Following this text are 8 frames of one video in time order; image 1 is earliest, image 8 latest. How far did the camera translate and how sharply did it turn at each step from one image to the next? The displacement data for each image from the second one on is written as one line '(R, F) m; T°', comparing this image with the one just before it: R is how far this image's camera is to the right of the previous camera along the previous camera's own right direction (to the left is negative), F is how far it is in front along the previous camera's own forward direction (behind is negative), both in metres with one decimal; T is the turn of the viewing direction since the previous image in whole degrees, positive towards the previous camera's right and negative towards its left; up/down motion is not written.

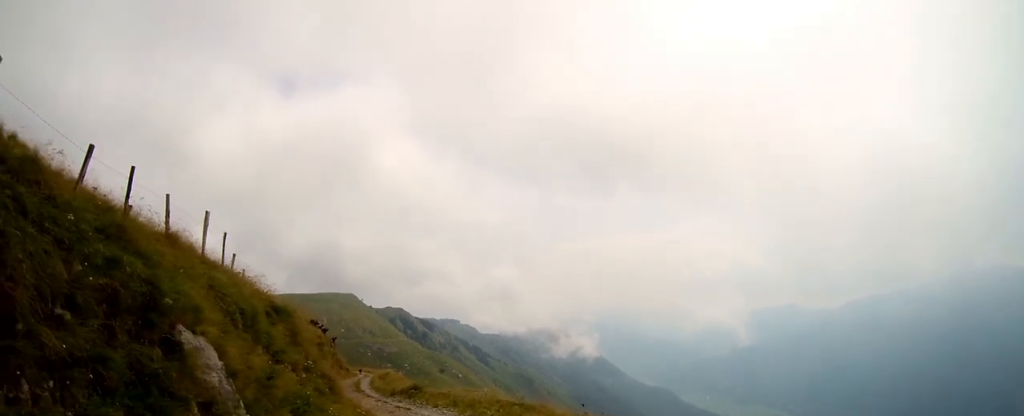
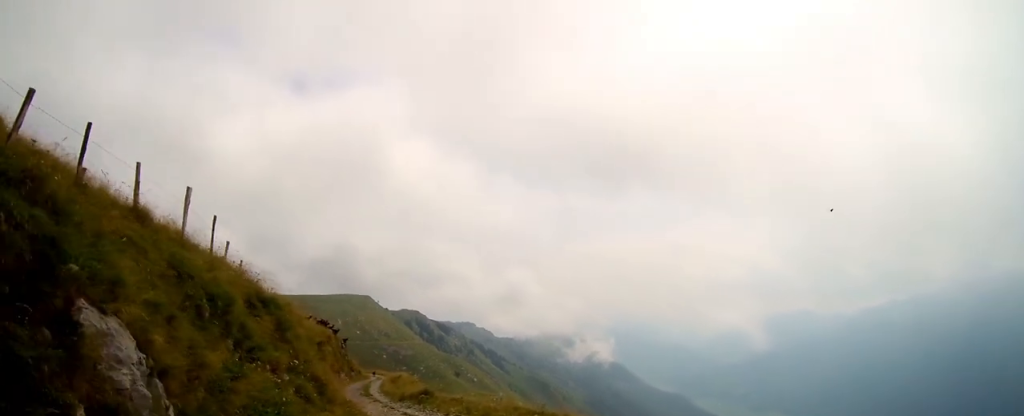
(-0.1, +2.0) m; -2°
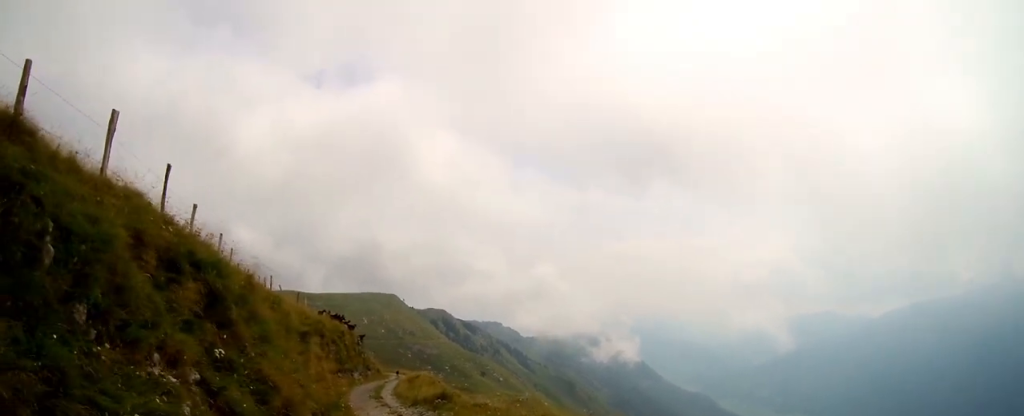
(-0.2, +4.6) m; -6°
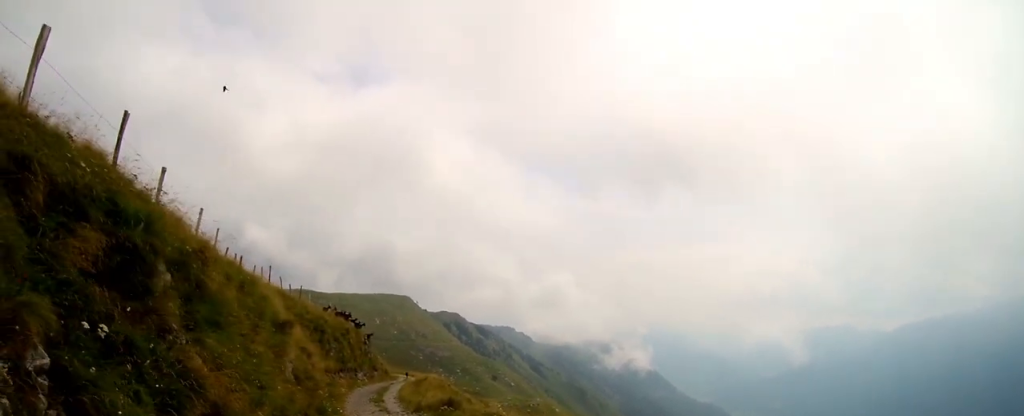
(-0.1, +2.8) m; -2°
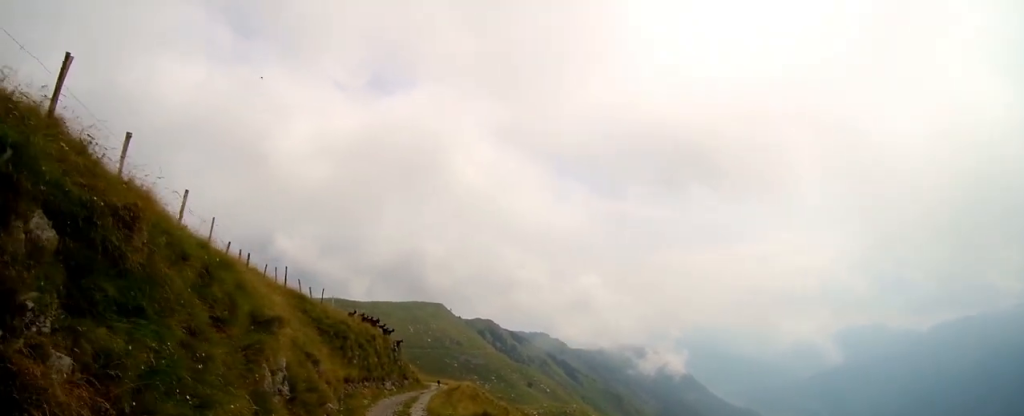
(-0.1, +3.1) m; -1°
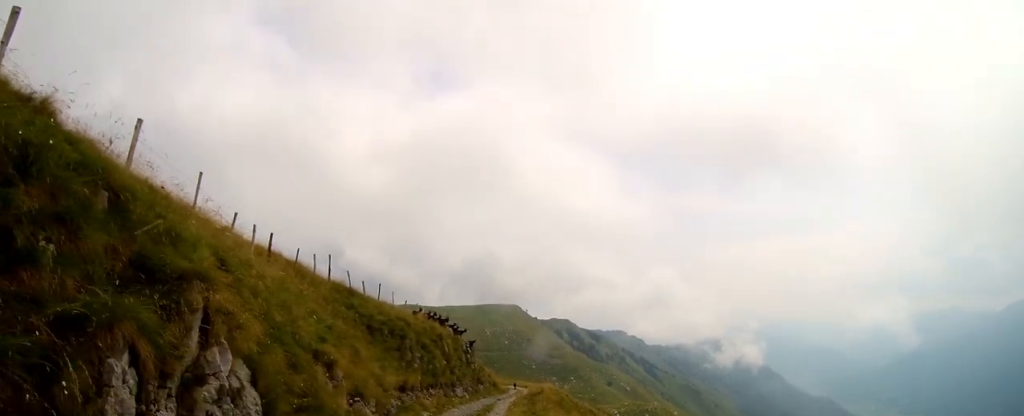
(-0.1, +5.4) m; -4°
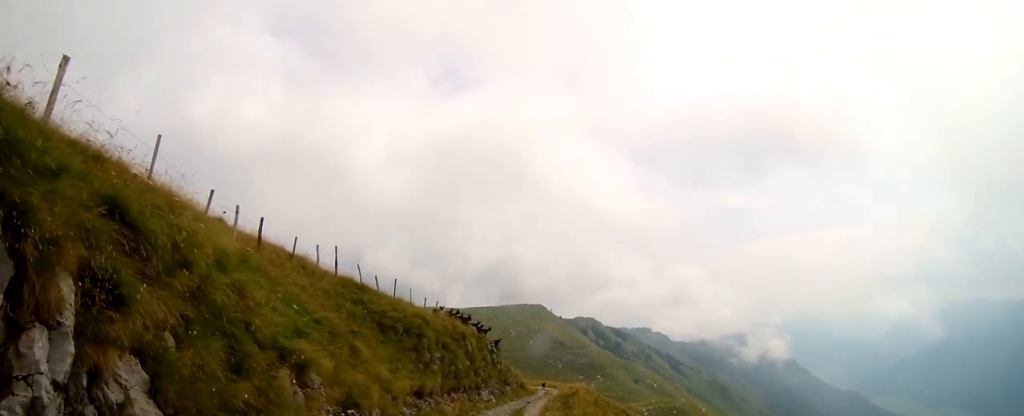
(-0.1, +2.9) m; -5°
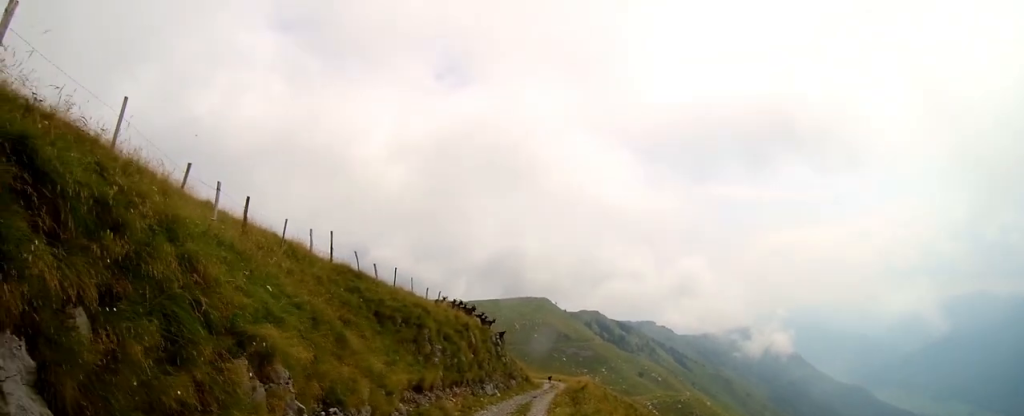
(-0.1, +1.4) m; -2°
